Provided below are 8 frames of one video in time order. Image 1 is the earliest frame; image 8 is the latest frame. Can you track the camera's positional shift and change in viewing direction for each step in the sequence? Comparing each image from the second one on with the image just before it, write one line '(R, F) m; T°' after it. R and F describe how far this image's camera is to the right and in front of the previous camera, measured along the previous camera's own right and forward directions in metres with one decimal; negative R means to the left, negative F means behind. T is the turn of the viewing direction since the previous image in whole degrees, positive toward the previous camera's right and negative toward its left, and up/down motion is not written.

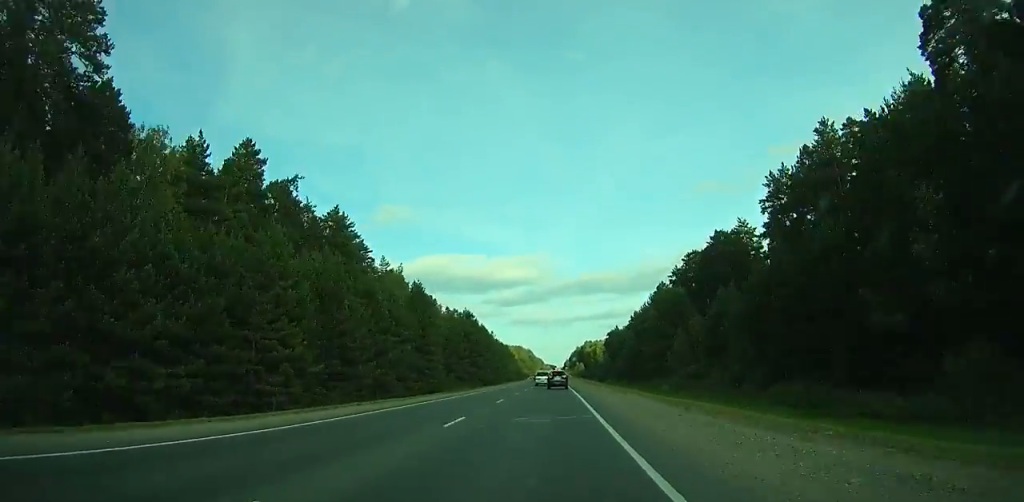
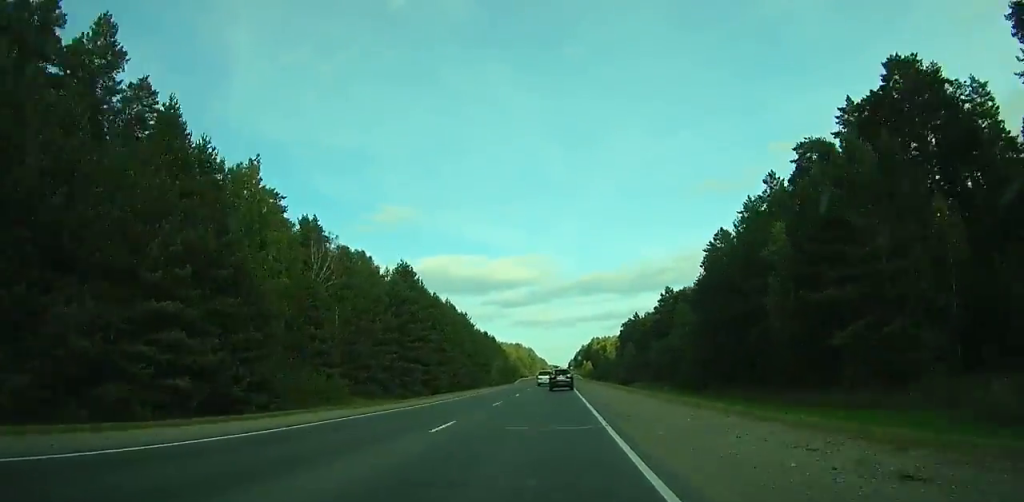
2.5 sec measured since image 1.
(+0.2, +61.8) m; 0°
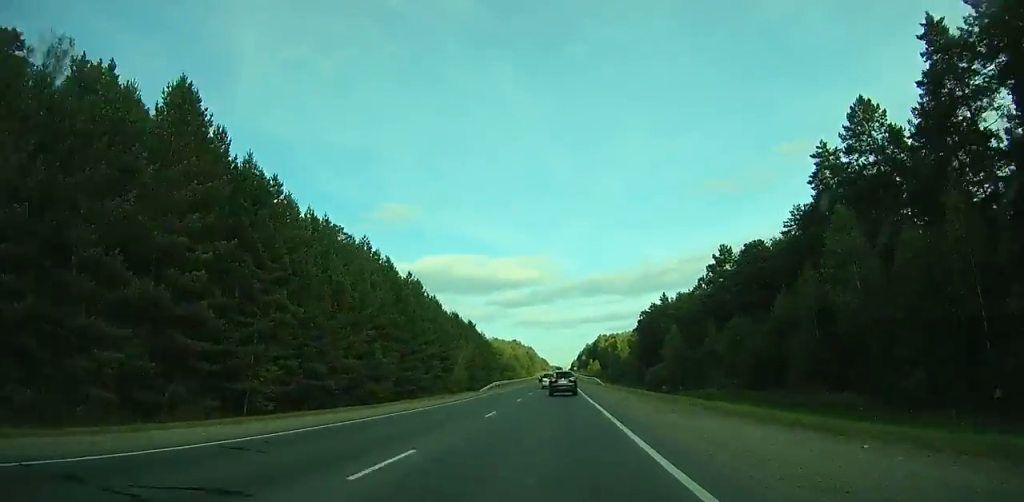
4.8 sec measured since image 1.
(-0.1, +56.2) m; -1°
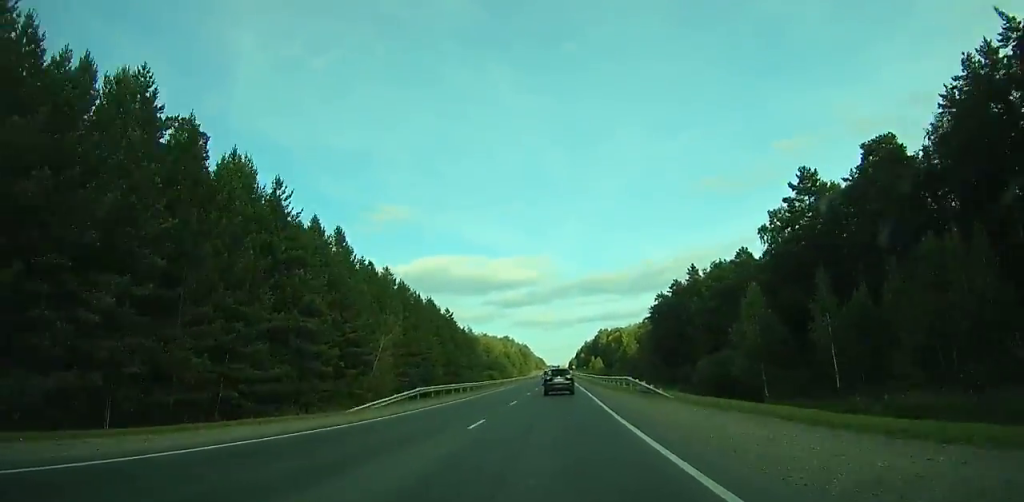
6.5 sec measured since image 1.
(-0.7, +40.8) m; -1°
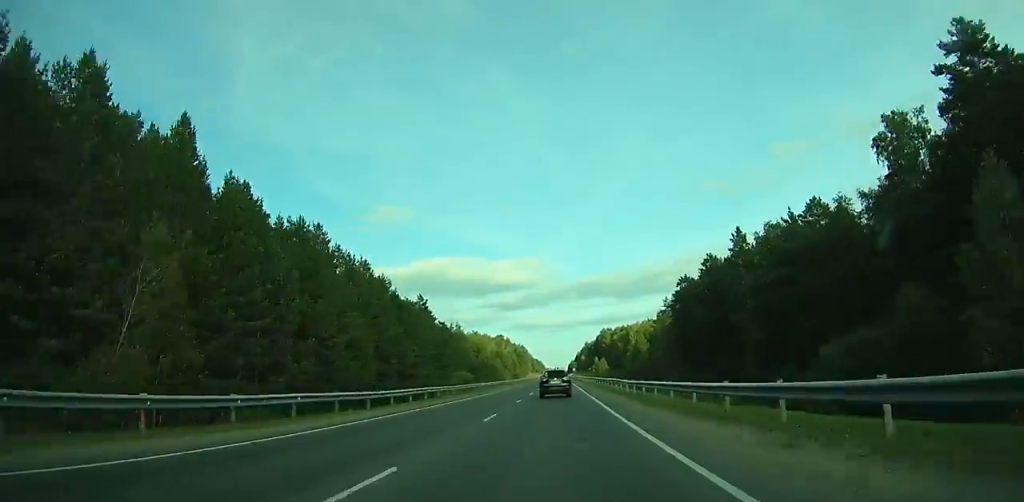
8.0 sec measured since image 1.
(-0.3, +35.9) m; 0°
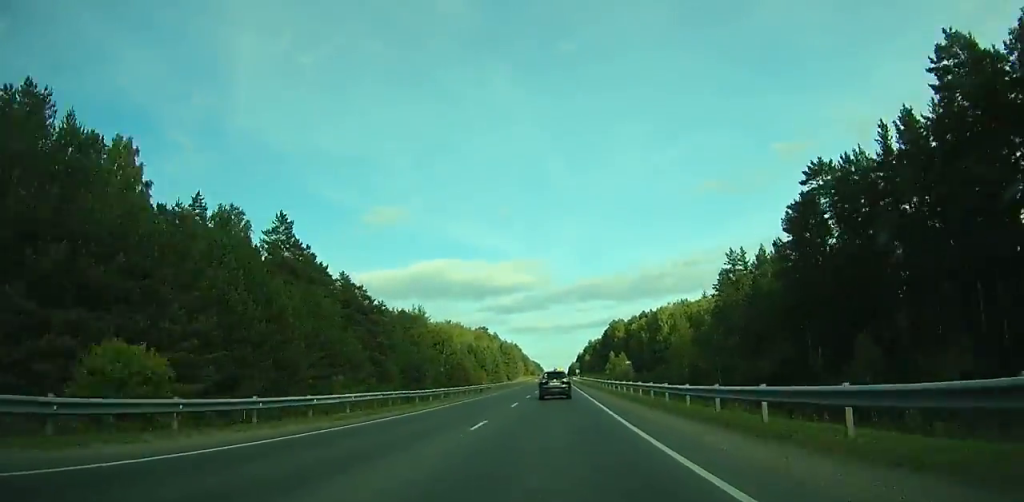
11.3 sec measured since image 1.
(+1.2, +76.7) m; +4°
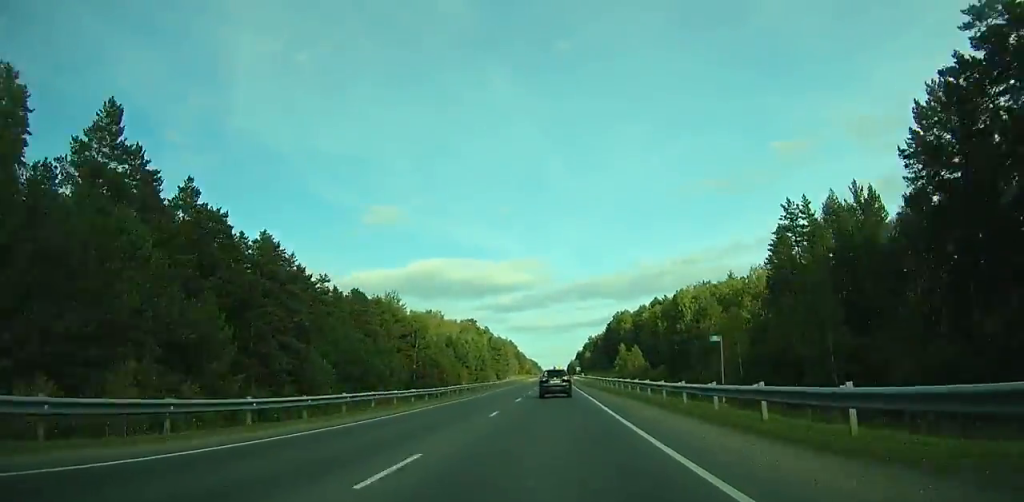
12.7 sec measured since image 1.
(+2.1, +31.5) m; +1°
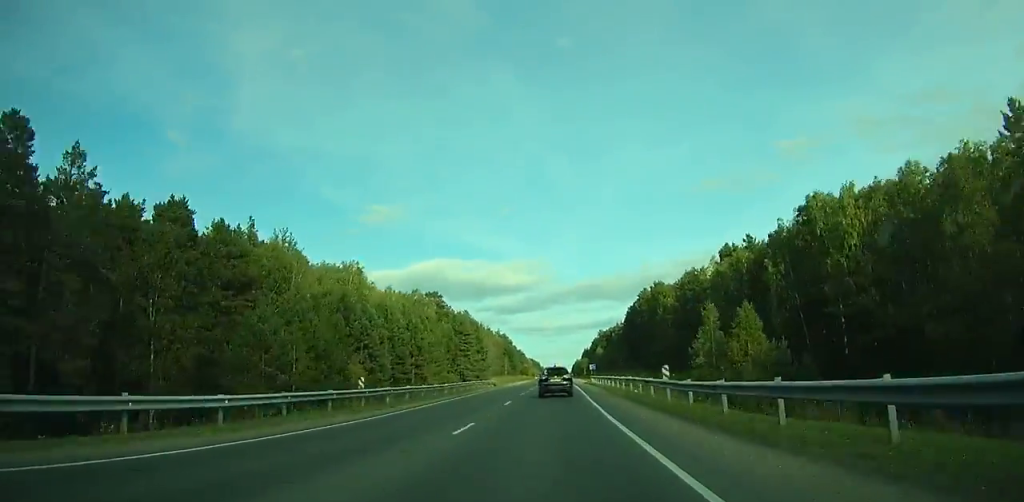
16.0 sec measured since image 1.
(-0.6, +74.8) m; -2°
